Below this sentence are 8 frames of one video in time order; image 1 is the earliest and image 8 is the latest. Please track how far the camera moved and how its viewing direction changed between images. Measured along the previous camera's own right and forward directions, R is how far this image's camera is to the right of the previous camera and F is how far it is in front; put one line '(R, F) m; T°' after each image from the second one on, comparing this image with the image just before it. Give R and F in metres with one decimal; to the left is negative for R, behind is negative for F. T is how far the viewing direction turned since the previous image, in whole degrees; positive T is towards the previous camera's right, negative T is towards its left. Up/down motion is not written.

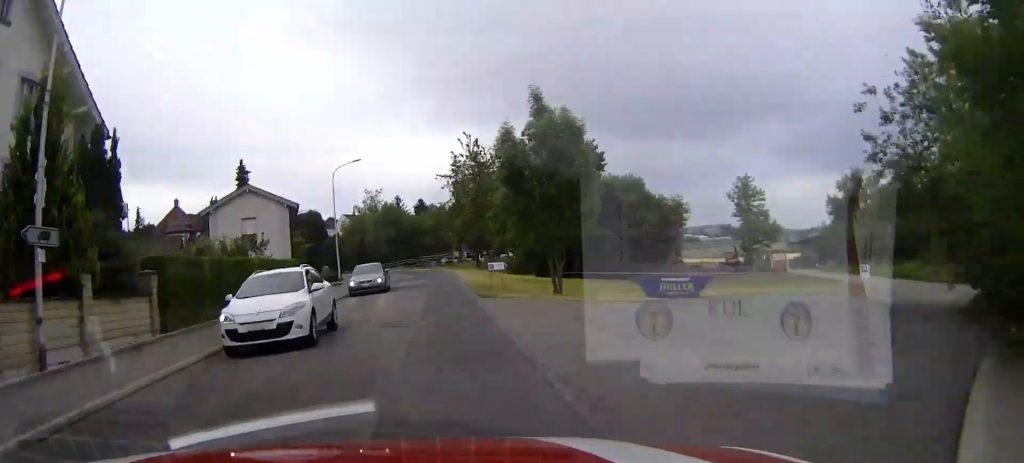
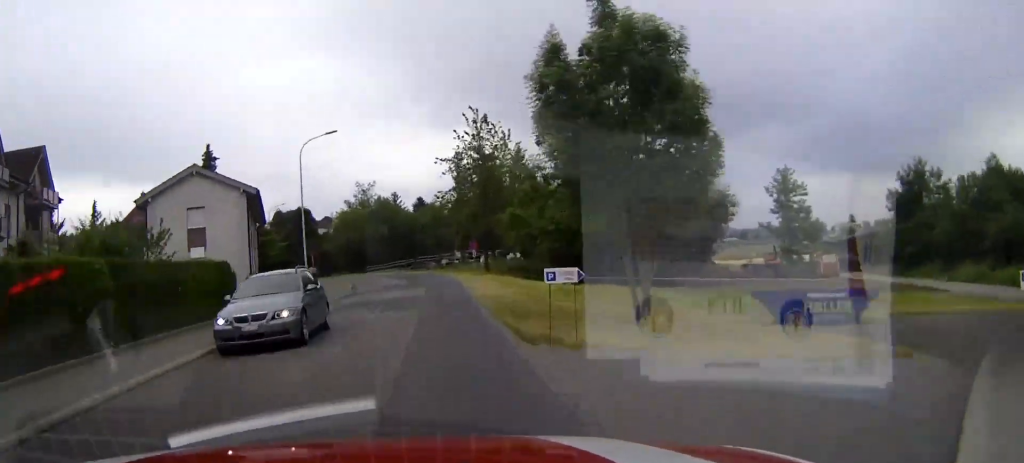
(+0.1, +12.1) m; -1°
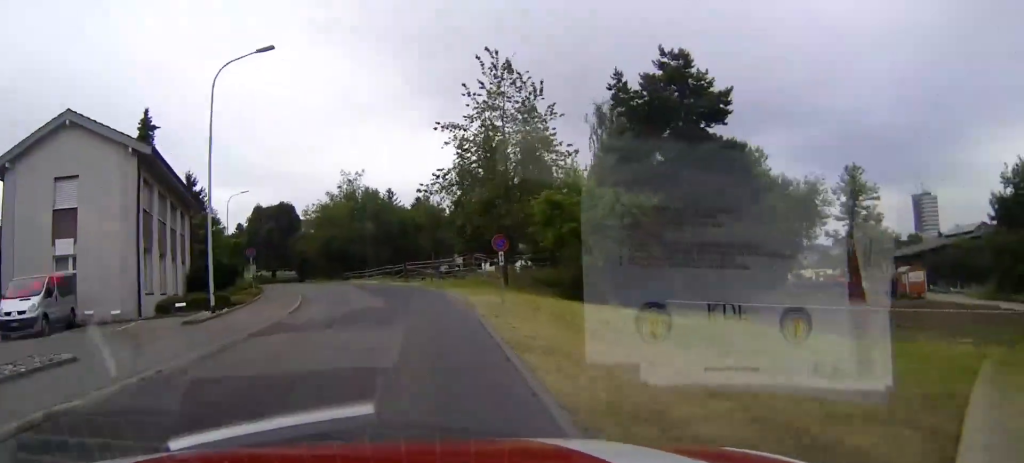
(-0.4, +16.0) m; -2°
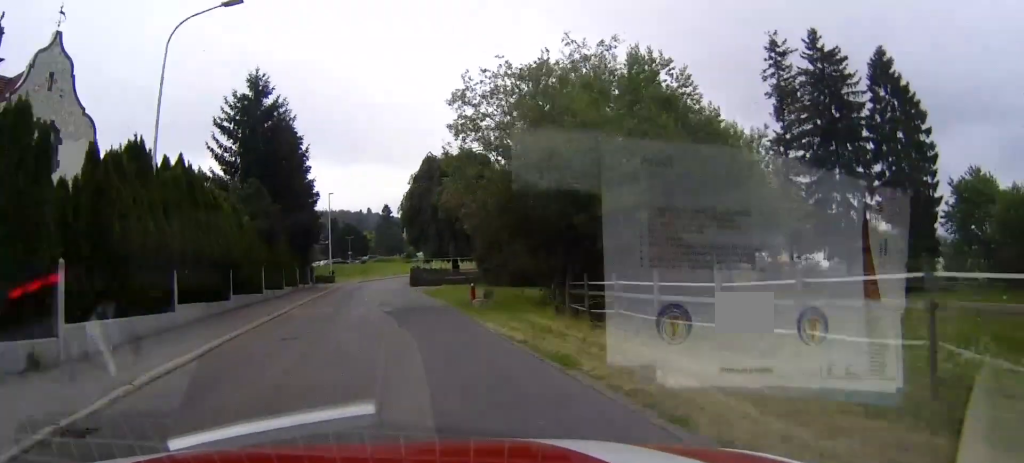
(-1.6, +48.7) m; -9°
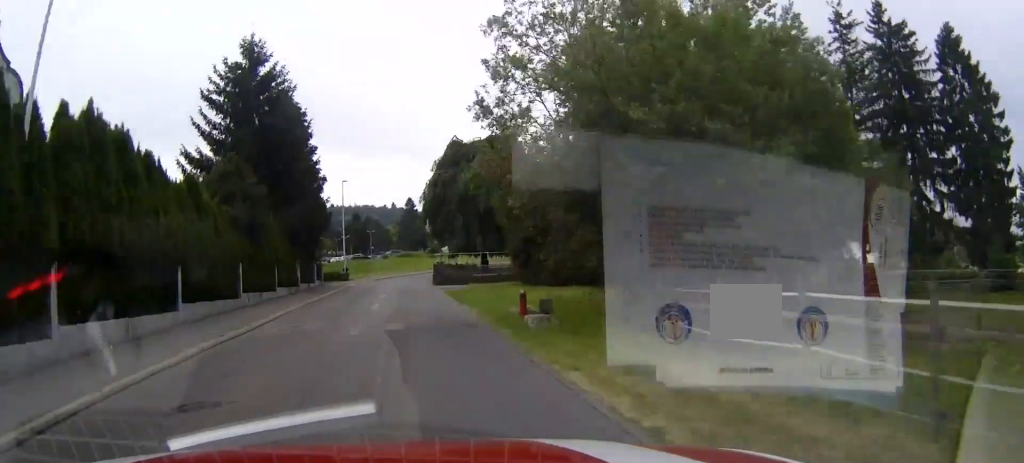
(-0.5, +7.6) m; -4°
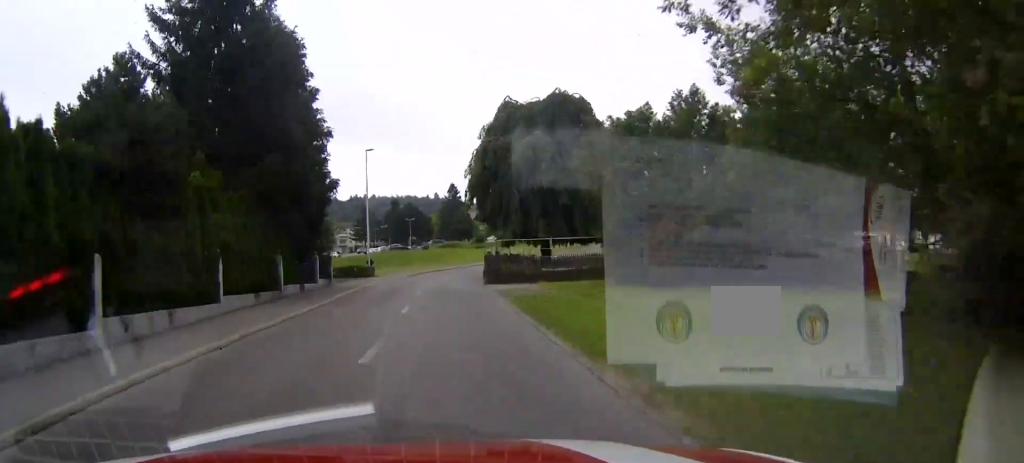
(-0.8, +14.0) m; -5°
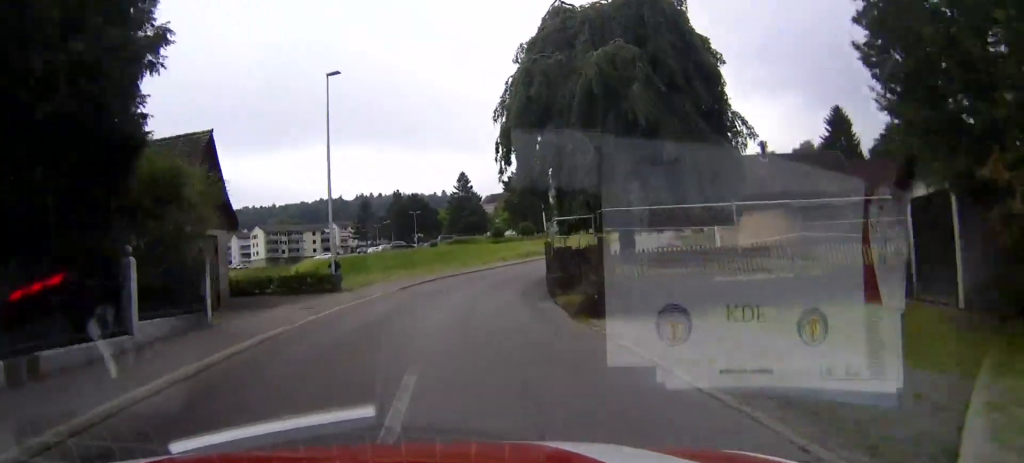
(-0.8, +21.6) m; -1°
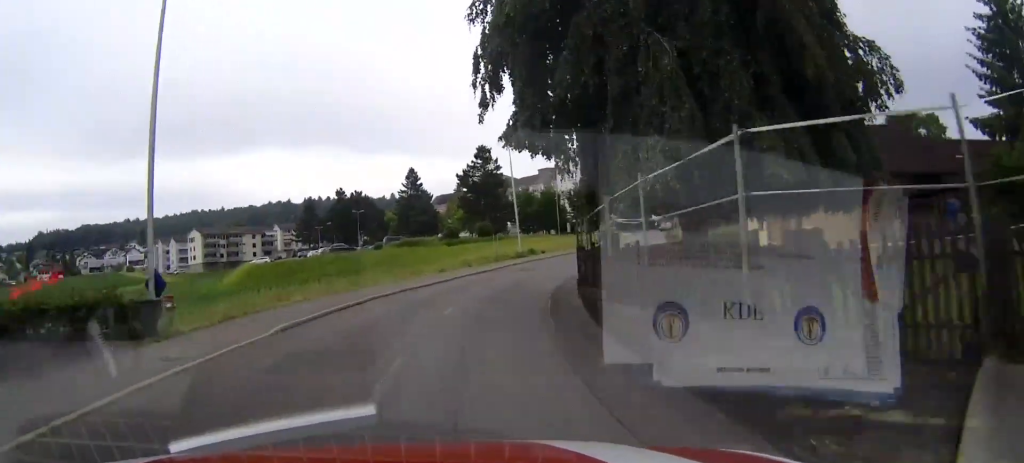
(+0.2, +15.2) m; +4°
